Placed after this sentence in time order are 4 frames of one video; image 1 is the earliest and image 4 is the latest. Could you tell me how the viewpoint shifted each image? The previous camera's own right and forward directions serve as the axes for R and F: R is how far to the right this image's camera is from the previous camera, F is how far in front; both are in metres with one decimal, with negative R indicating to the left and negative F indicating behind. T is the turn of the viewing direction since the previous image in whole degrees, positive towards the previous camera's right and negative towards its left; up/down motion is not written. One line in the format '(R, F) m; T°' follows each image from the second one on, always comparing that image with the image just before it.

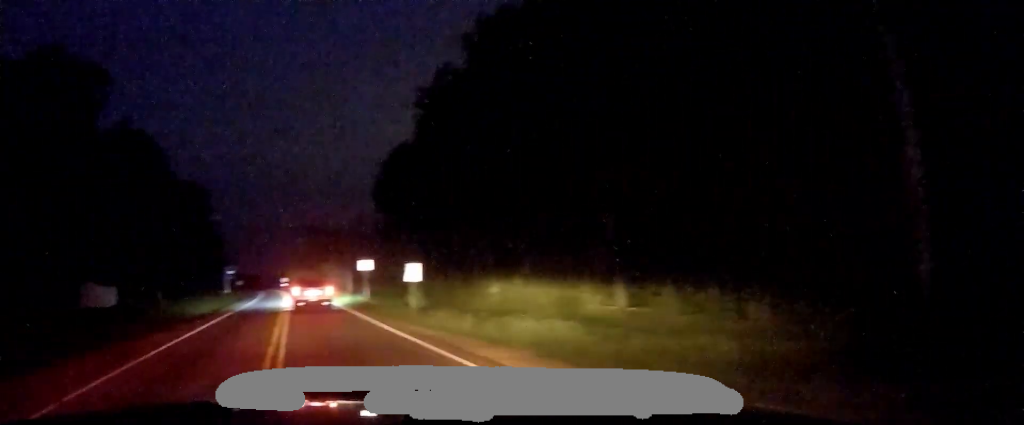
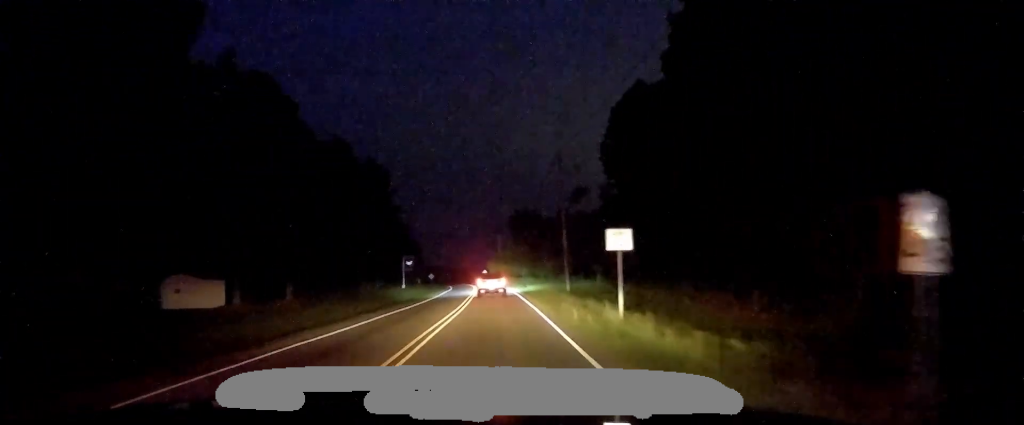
(-6.6, +14.9) m; -35°
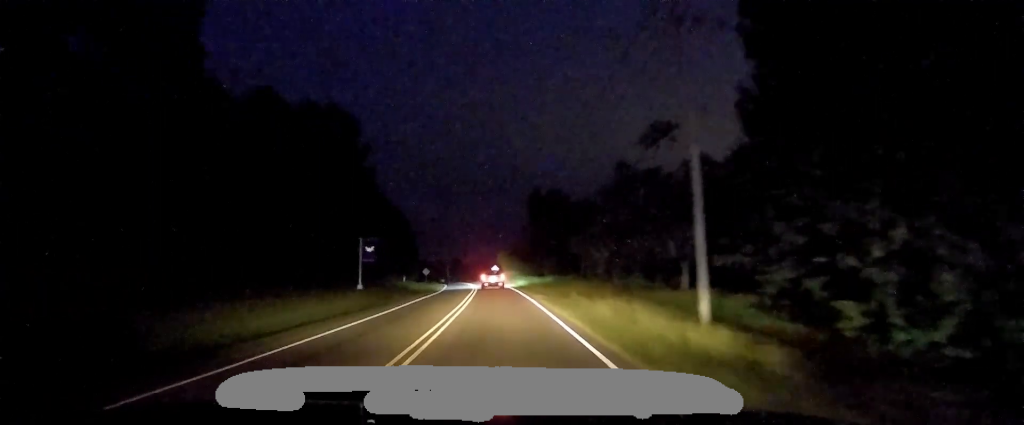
(-0.9, +26.2) m; -4°
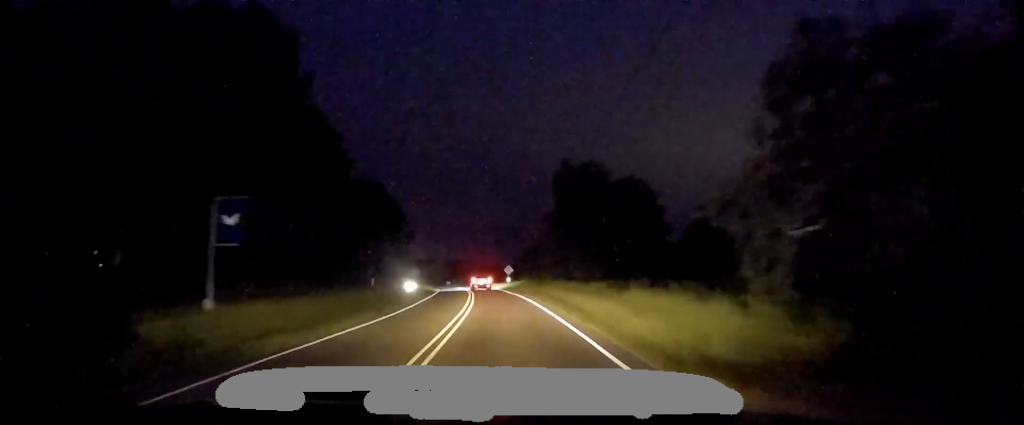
(-0.6, +25.0) m; -1°
